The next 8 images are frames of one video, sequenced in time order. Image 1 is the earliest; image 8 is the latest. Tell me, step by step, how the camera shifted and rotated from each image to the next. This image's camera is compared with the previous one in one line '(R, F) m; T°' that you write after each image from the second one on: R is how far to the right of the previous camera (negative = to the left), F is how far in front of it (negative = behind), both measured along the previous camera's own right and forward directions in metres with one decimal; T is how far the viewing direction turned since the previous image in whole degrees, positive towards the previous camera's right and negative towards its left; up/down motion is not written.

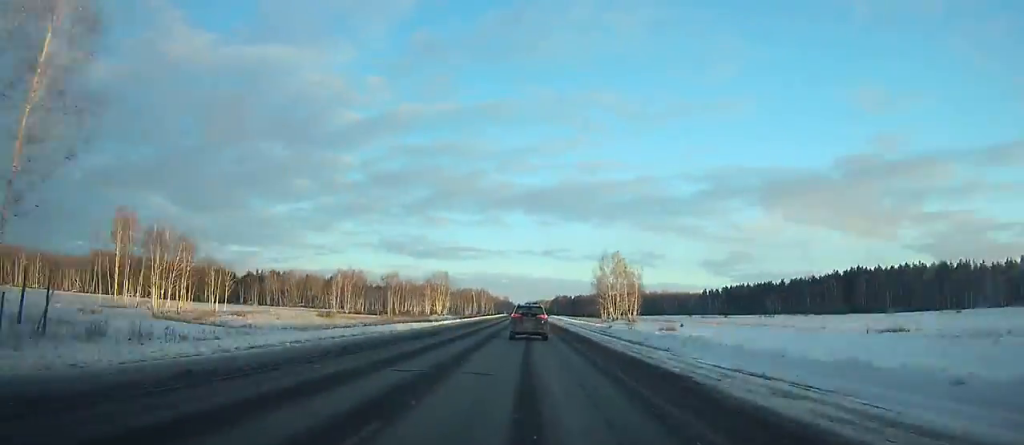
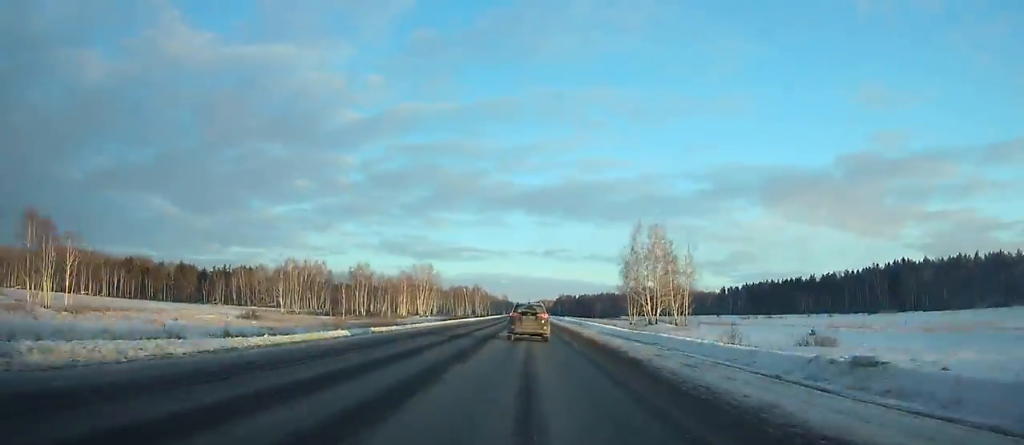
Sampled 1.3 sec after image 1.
(+0.1, +38.7) m; 0°
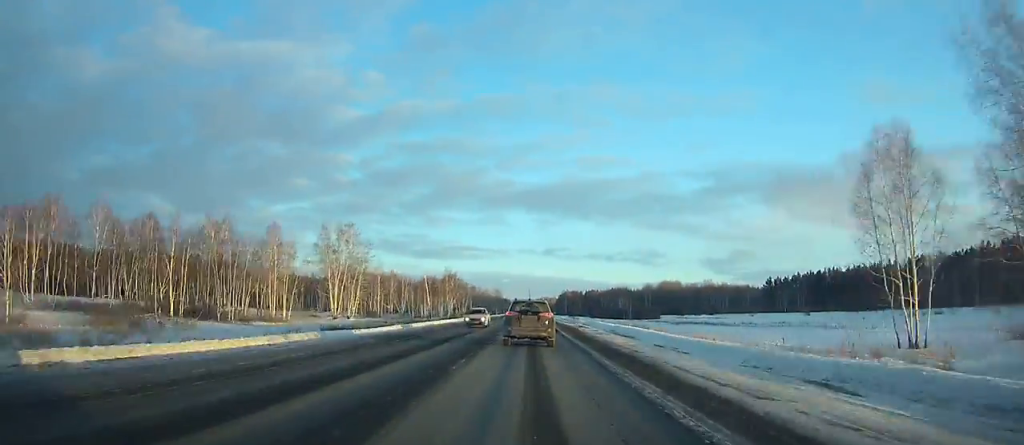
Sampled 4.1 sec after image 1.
(-0.3, +81.7) m; 0°
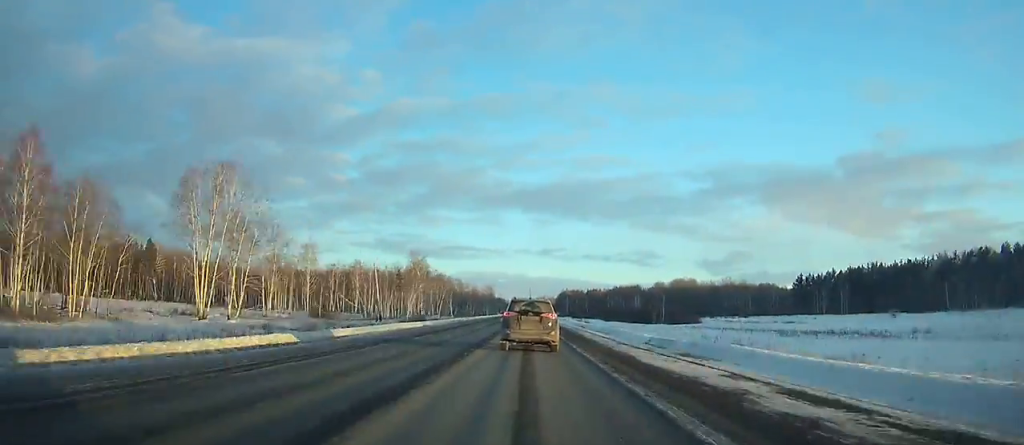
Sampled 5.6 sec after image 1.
(0.0, +42.5) m; 0°
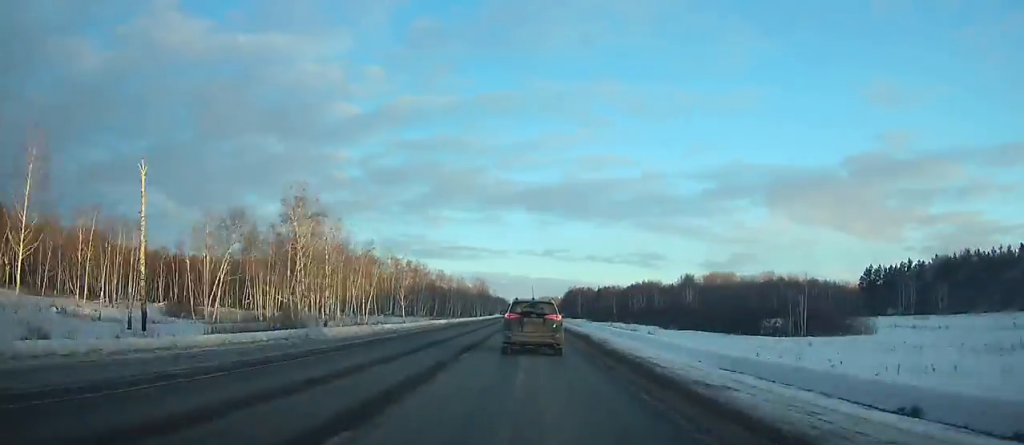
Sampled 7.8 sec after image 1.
(+0.1, +61.6) m; 0°
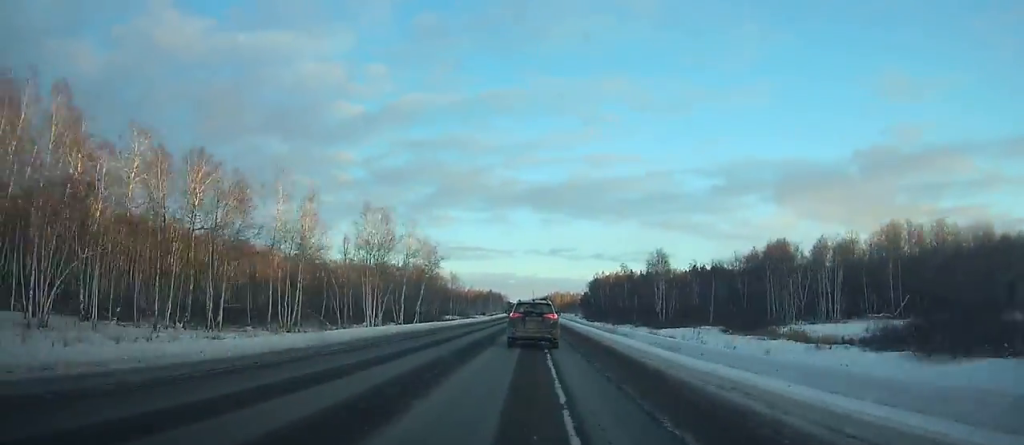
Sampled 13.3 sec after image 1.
(-0.7, +149.4) m; 0°
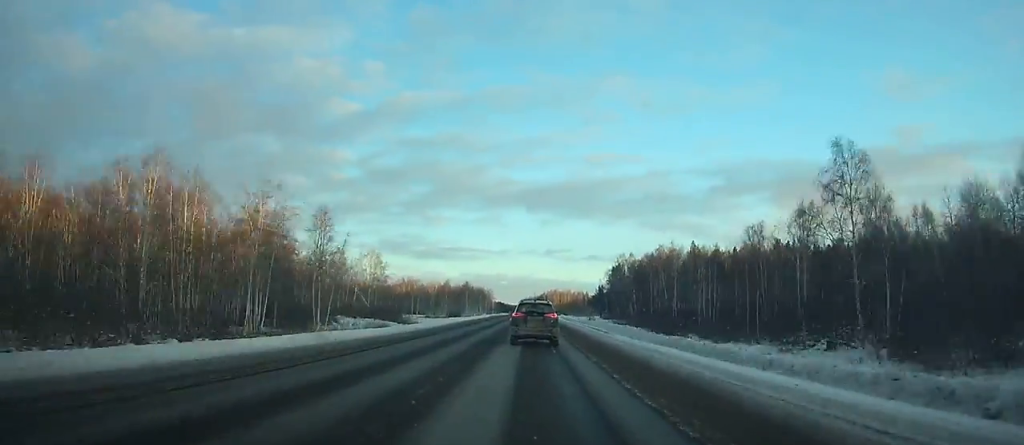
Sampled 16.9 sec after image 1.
(+0.4, +97.4) m; 0°
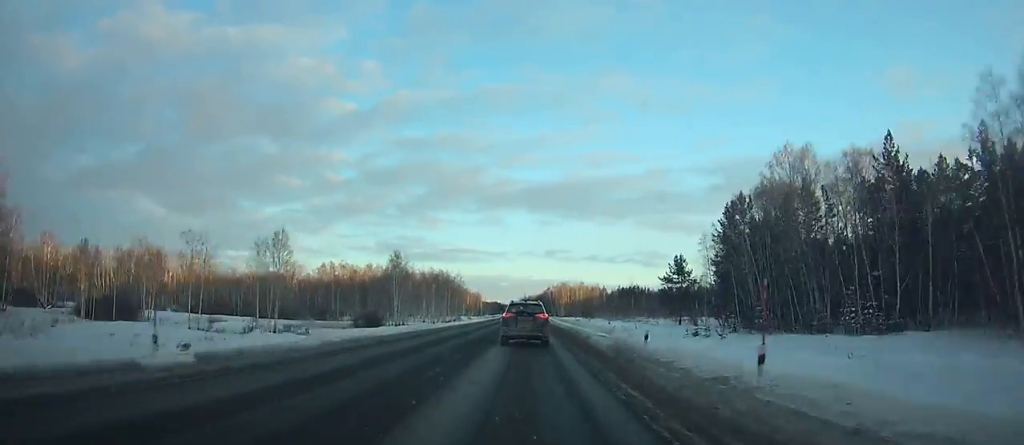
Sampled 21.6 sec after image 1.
(+0.2, +128.5) m; 0°
